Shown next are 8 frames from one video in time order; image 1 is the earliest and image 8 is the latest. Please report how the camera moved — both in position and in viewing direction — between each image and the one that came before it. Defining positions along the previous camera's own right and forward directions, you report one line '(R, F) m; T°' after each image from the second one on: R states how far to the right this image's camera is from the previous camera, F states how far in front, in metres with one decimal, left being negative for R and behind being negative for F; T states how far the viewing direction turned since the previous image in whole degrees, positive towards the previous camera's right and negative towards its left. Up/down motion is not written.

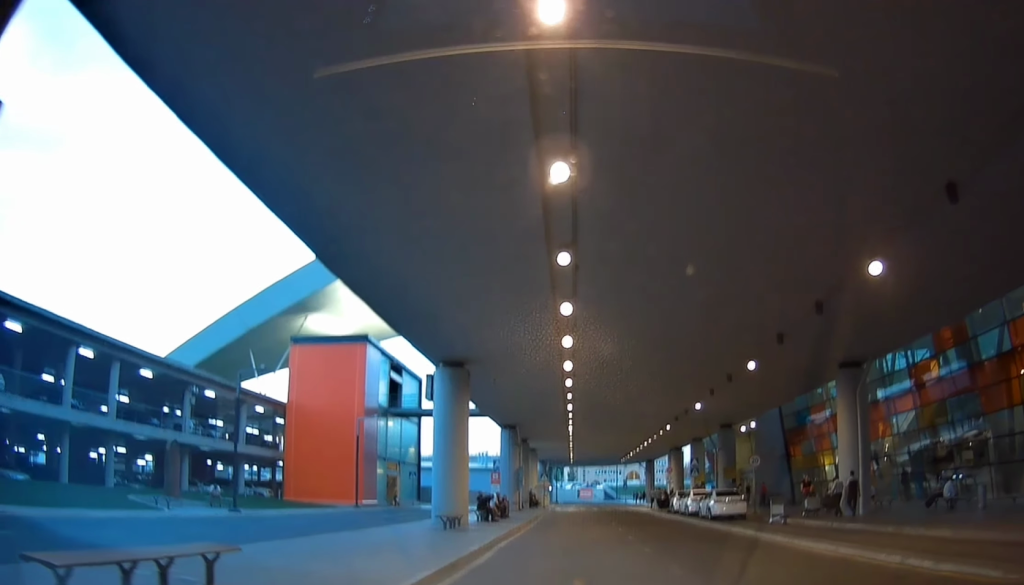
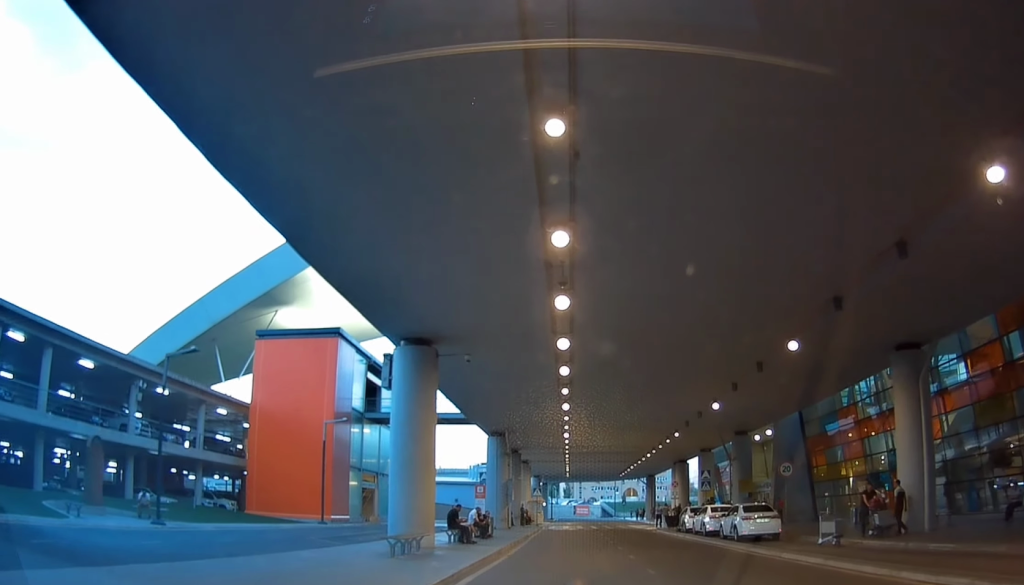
(-0.1, +5.7) m; -1°
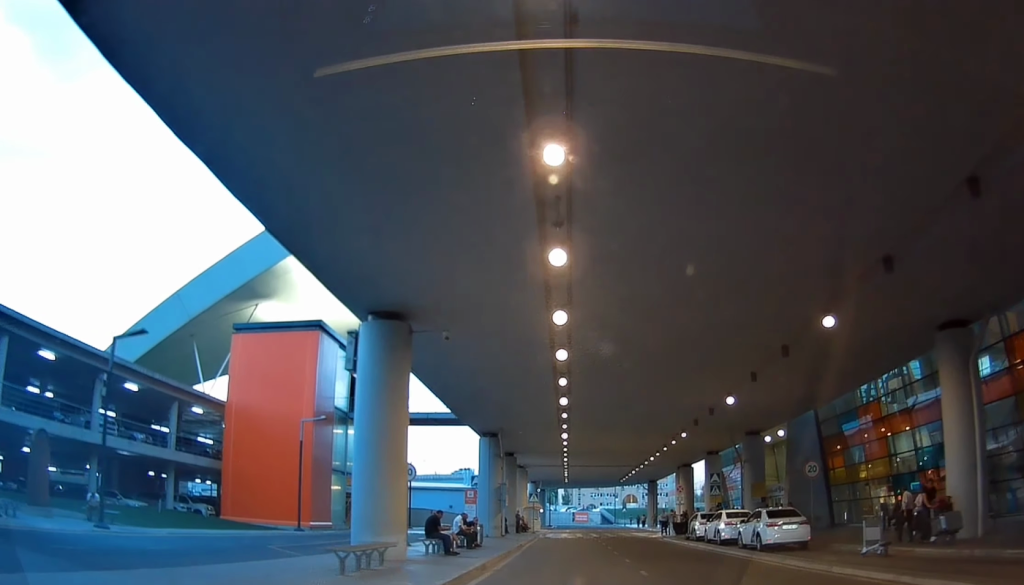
(0.0, +2.9) m; 0°
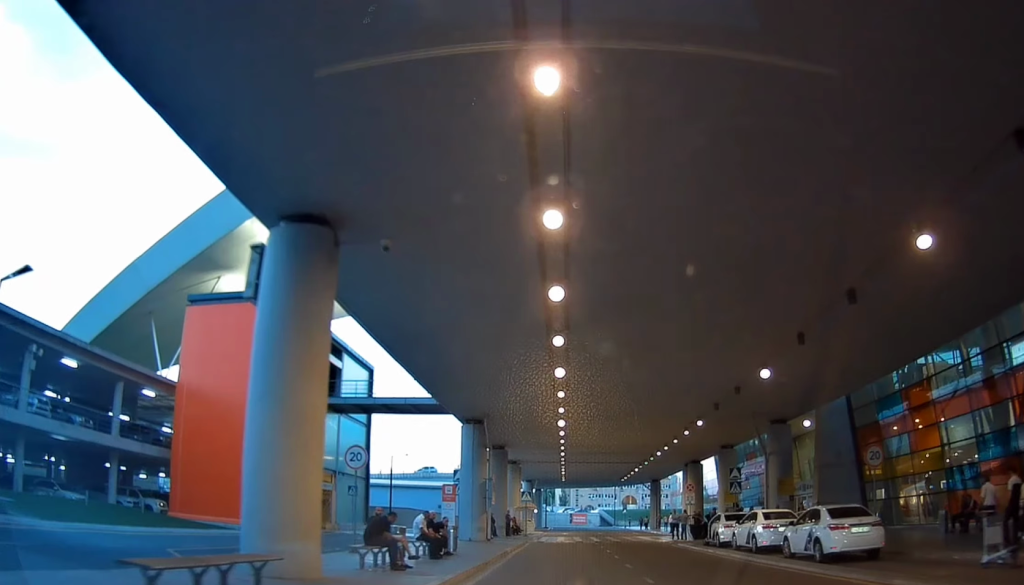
(0.0, +4.7) m; +1°
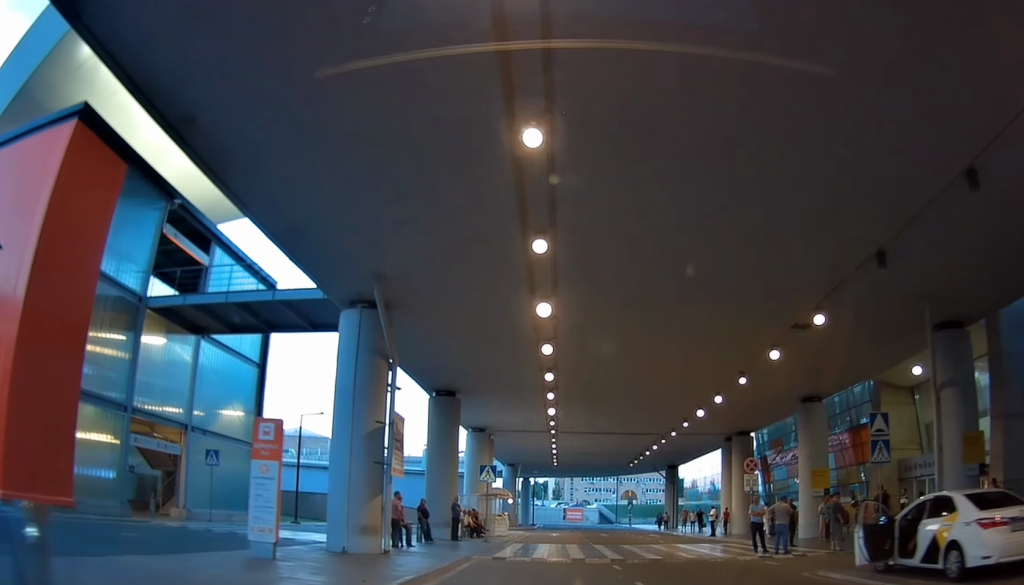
(-0.4, +16.7) m; -6°
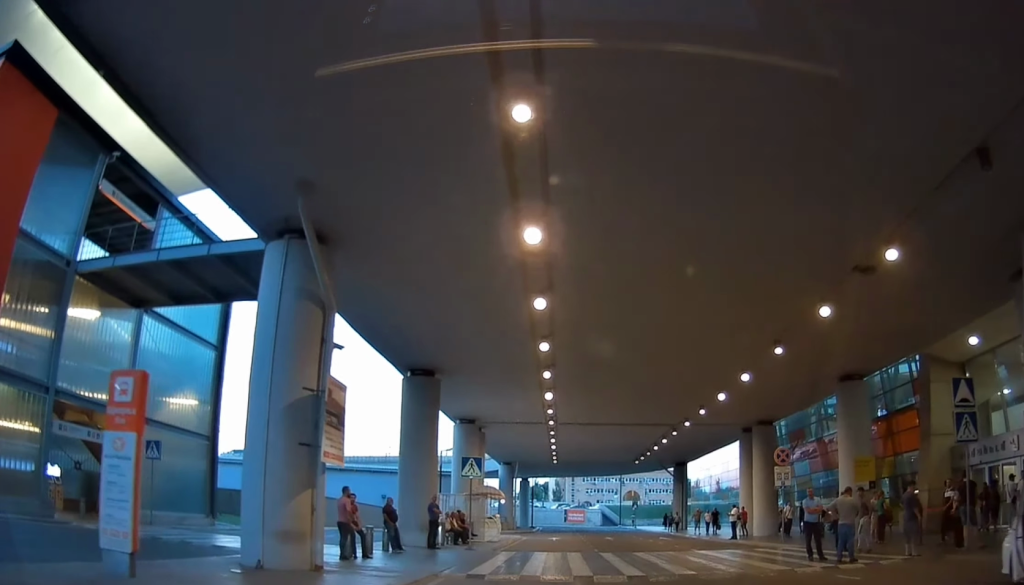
(-0.1, +4.3) m; +1°
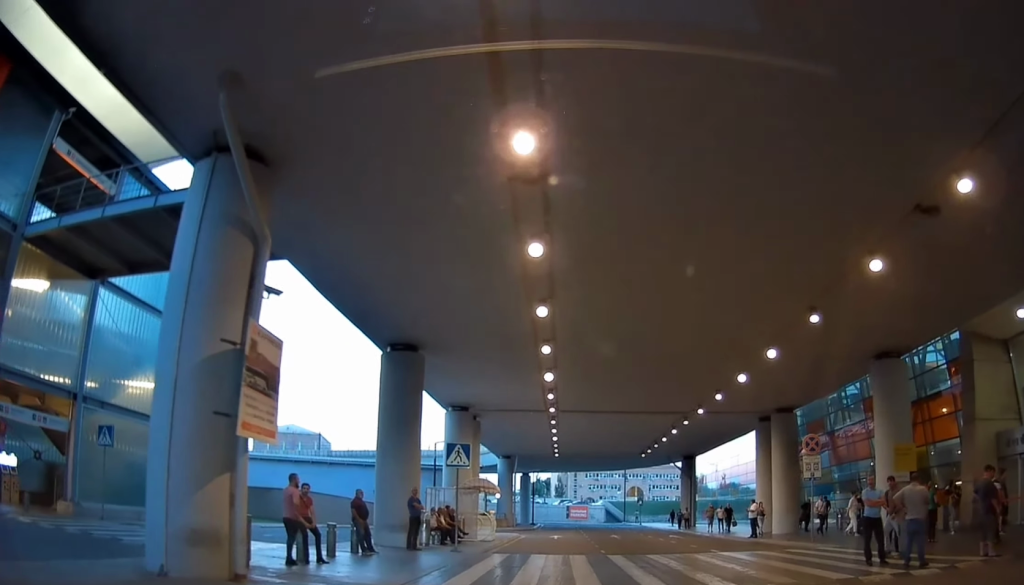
(-0.2, +3.0) m; +4°
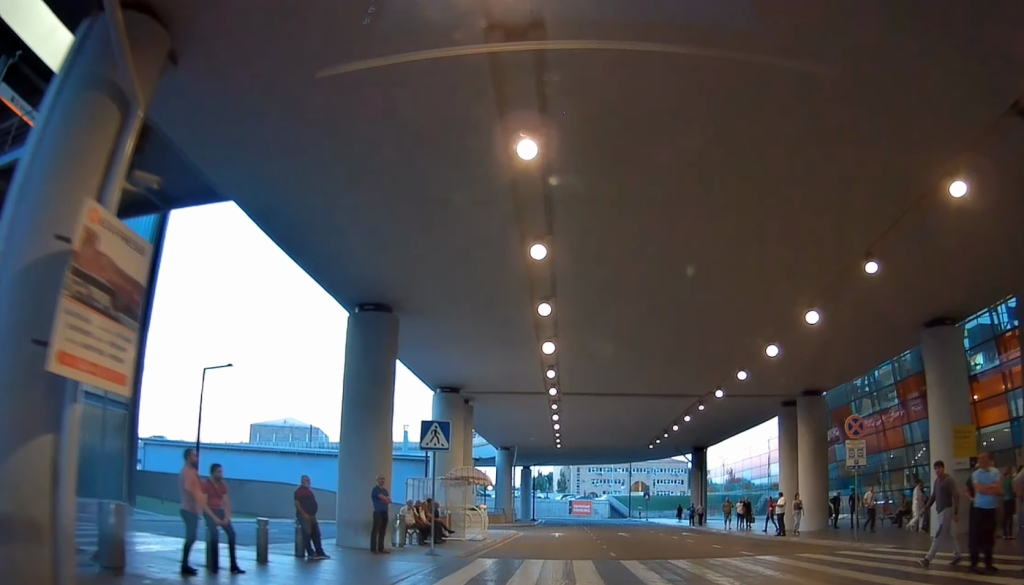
(+0.2, +3.9) m; +5°
